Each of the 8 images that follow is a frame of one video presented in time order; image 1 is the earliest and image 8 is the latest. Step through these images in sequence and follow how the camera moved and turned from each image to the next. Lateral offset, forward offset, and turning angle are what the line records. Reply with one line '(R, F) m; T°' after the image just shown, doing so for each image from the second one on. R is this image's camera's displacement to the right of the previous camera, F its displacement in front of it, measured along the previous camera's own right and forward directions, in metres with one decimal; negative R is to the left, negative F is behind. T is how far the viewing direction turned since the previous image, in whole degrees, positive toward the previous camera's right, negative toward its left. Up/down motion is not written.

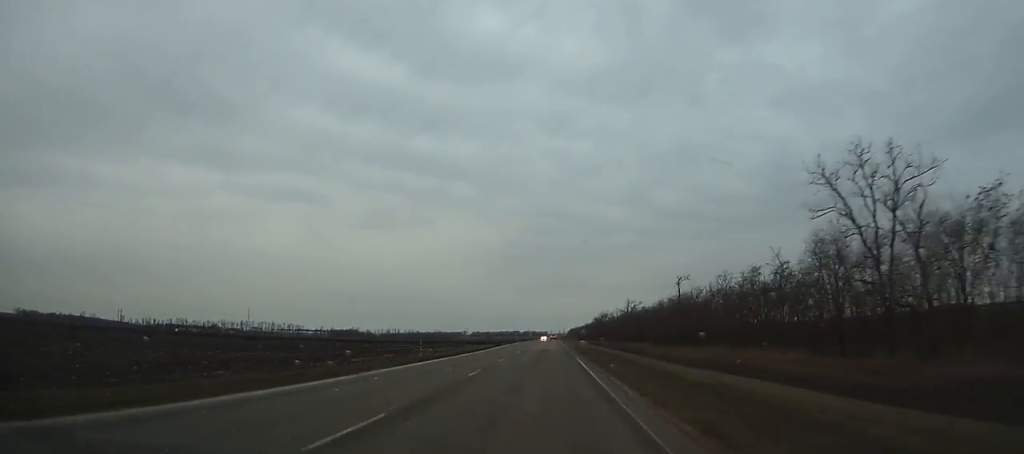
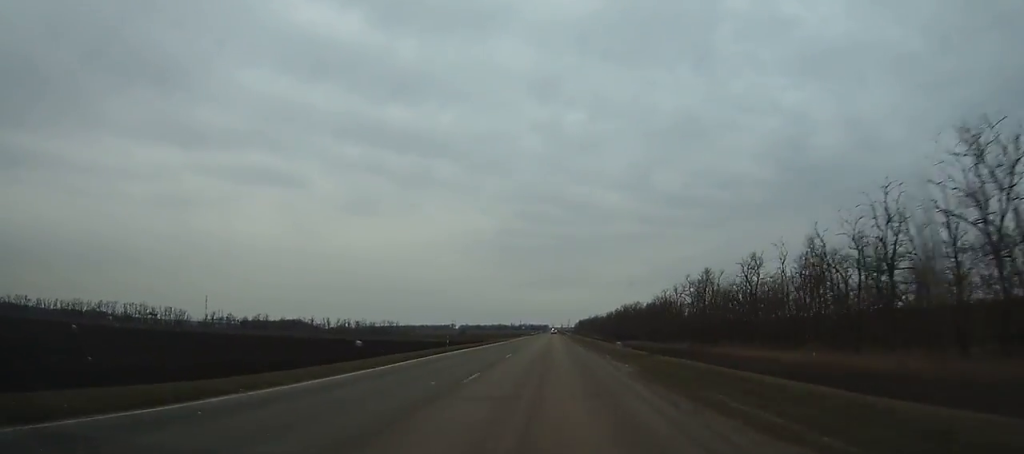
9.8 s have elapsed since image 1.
(-0.4, +242.1) m; 0°
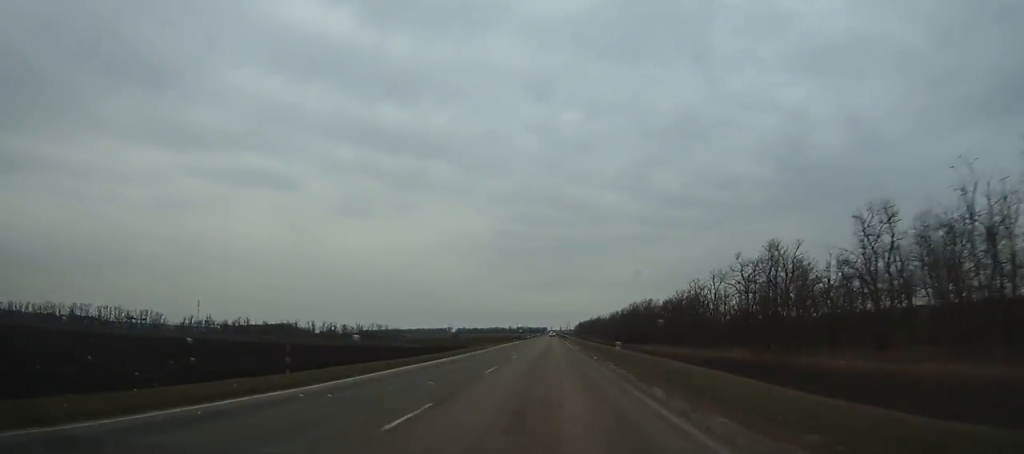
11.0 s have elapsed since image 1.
(0.0, +30.5) m; 0°
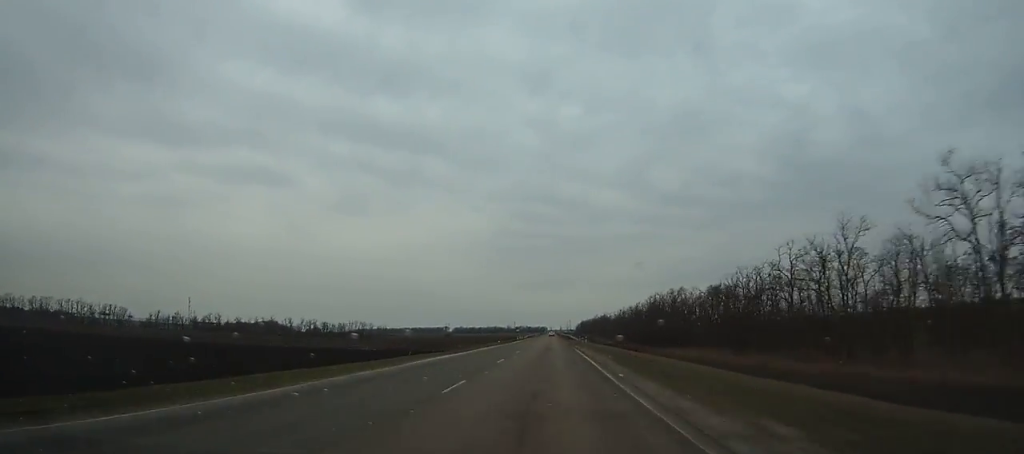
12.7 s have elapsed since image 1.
(0.0, +43.3) m; 0°
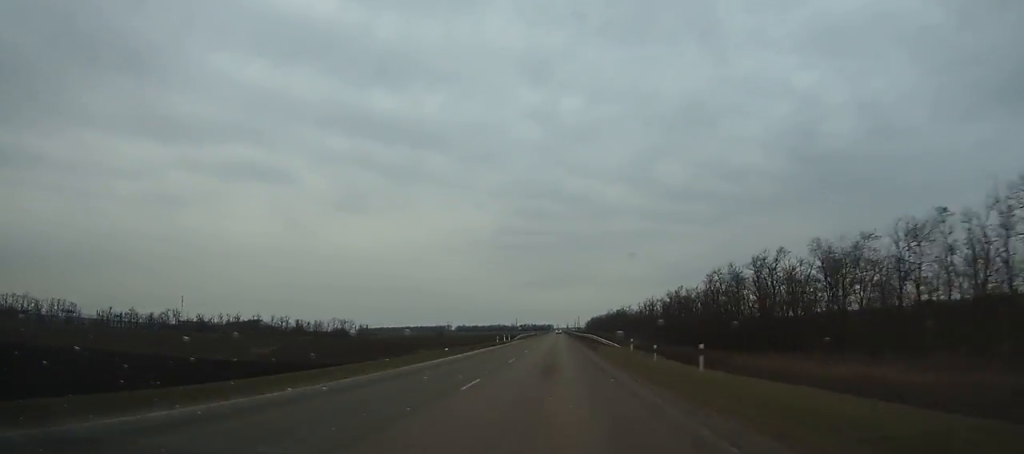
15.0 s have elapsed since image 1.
(-0.3, +59.0) m; 0°
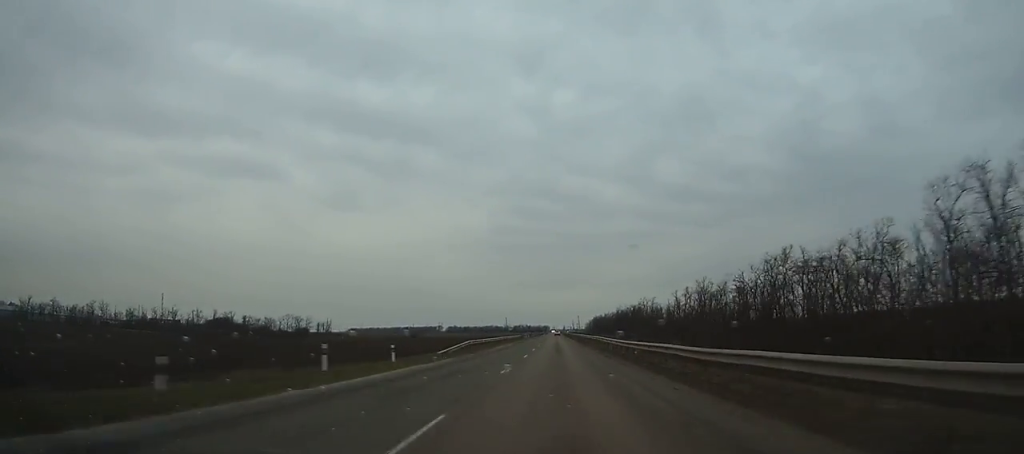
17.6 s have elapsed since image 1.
(-0.1, +66.9) m; 0°
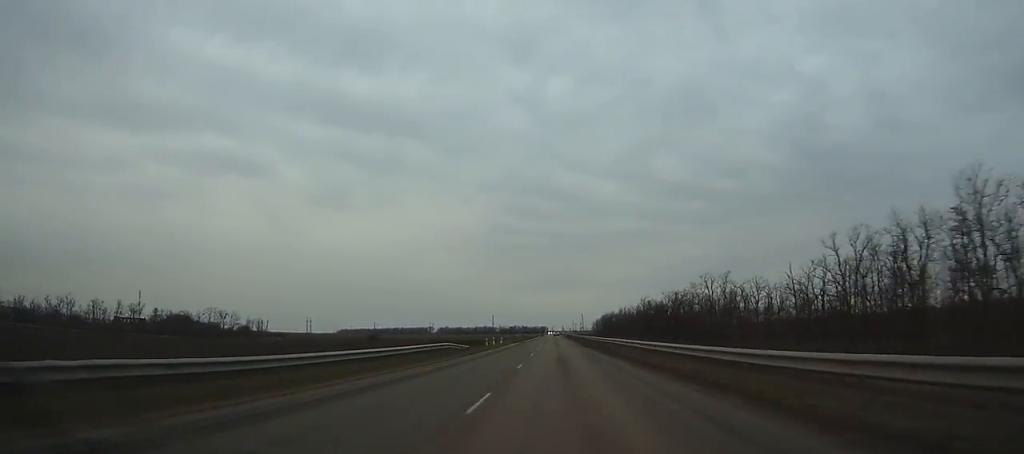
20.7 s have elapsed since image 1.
(+0.4, +80.0) m; 0°
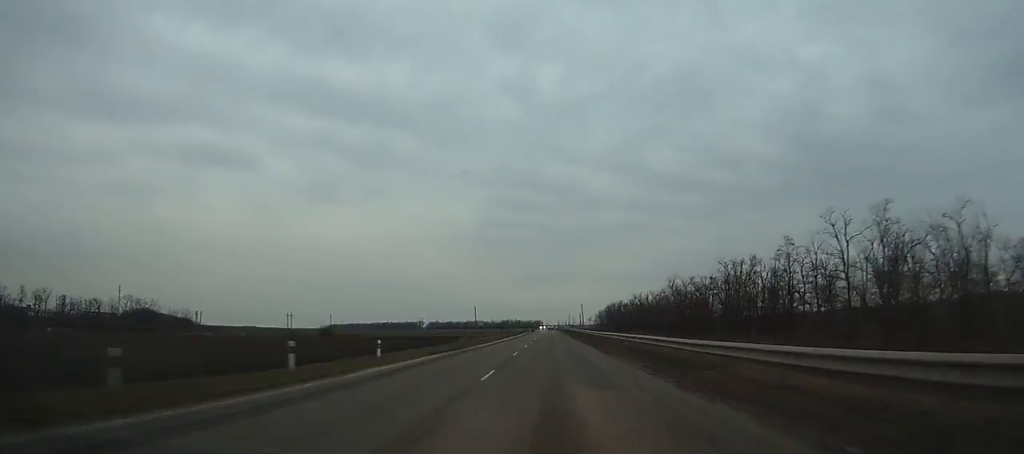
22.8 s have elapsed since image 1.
(0.0, +54.3) m; 0°
